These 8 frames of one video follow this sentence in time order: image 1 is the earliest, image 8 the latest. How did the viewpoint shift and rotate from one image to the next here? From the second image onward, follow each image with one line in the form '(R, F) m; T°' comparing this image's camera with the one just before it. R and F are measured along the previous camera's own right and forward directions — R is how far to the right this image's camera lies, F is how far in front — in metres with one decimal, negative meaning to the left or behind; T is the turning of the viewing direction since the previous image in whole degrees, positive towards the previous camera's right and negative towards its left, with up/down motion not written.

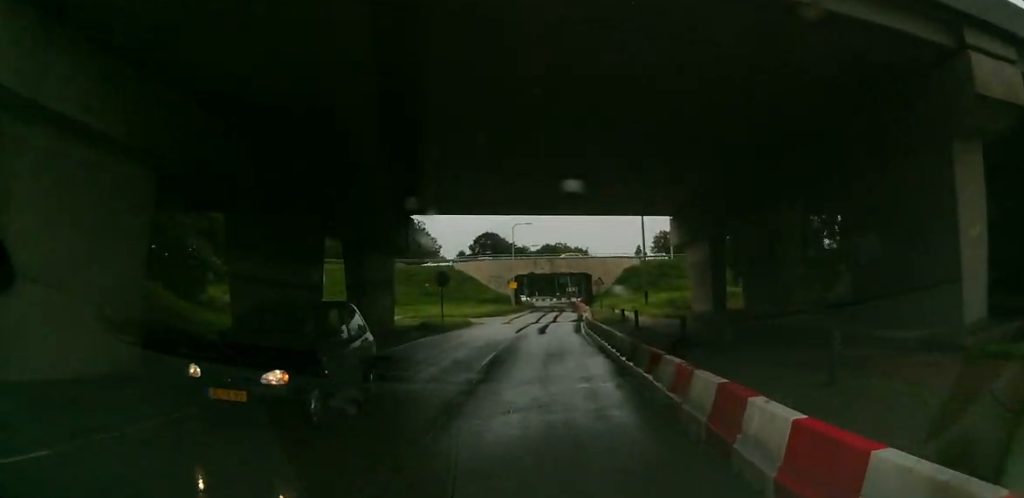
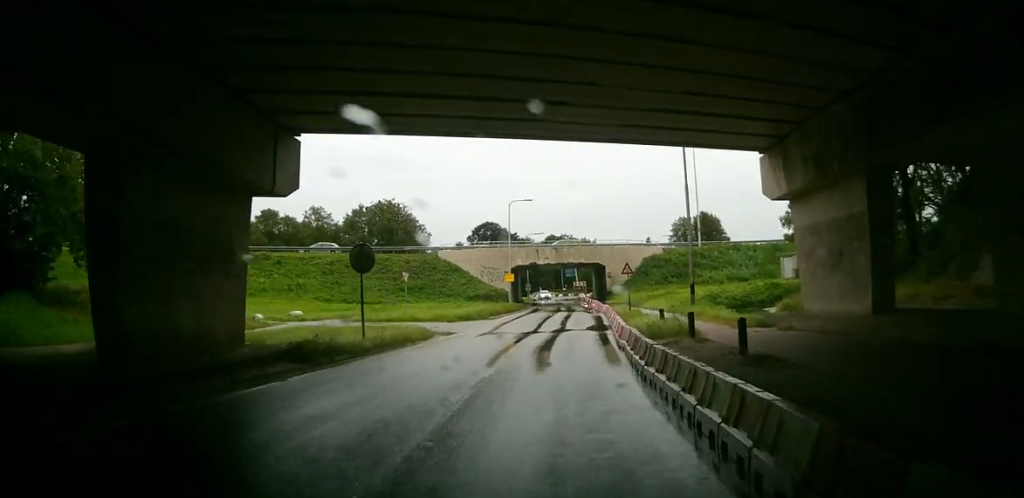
(0.0, +14.0) m; -2°
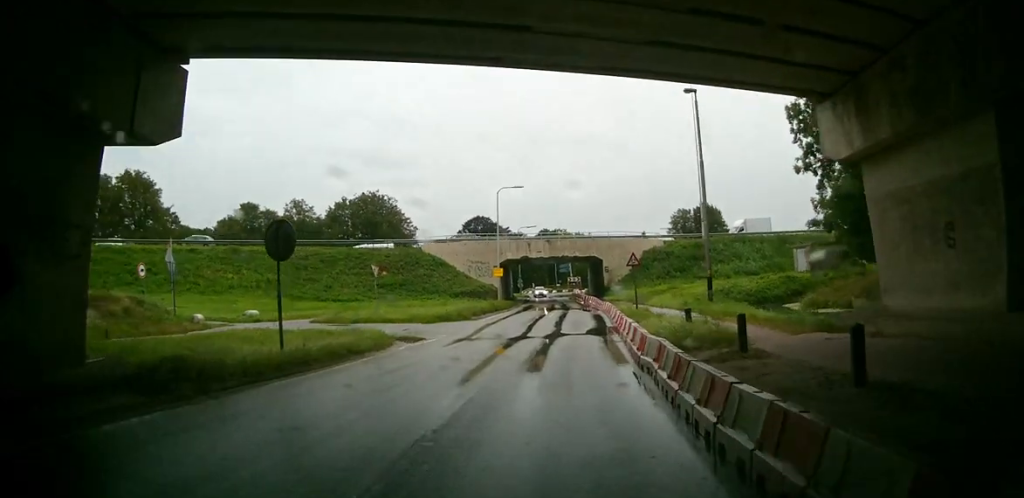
(0.0, +5.1) m; -2°
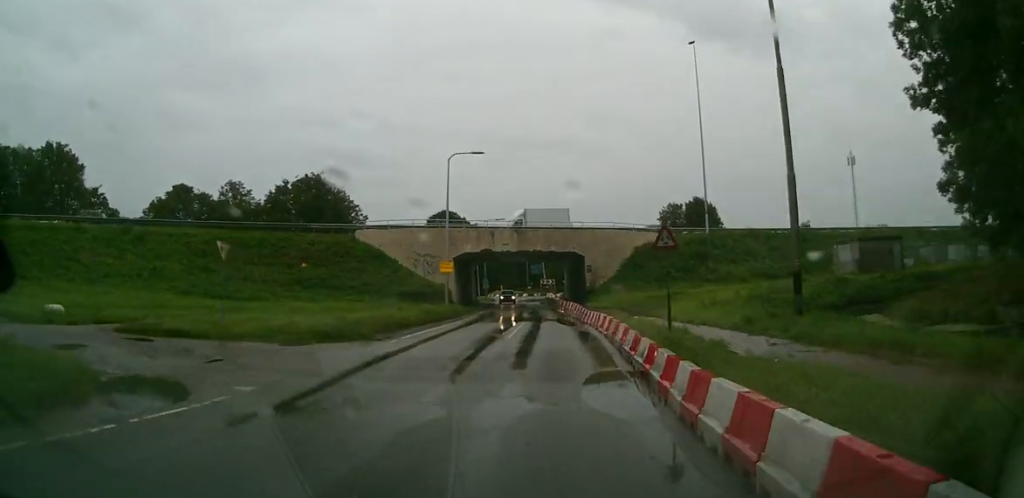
(0.0, +14.0) m; +4°
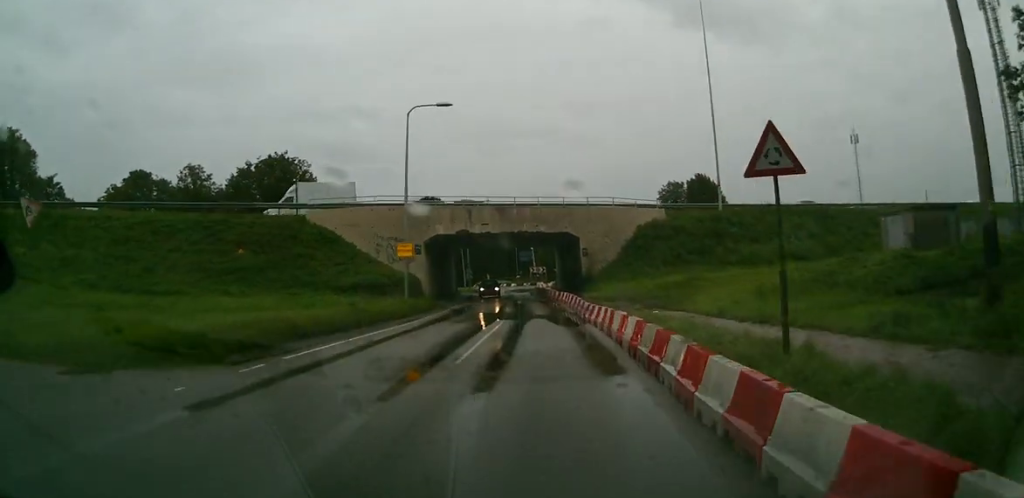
(+0.6, +8.9) m; +4°
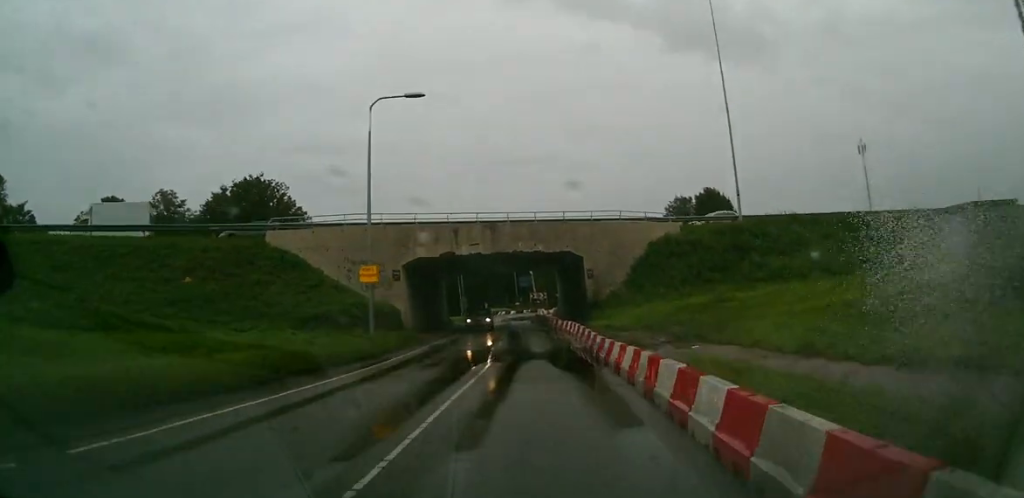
(+0.1, +6.5) m; +1°
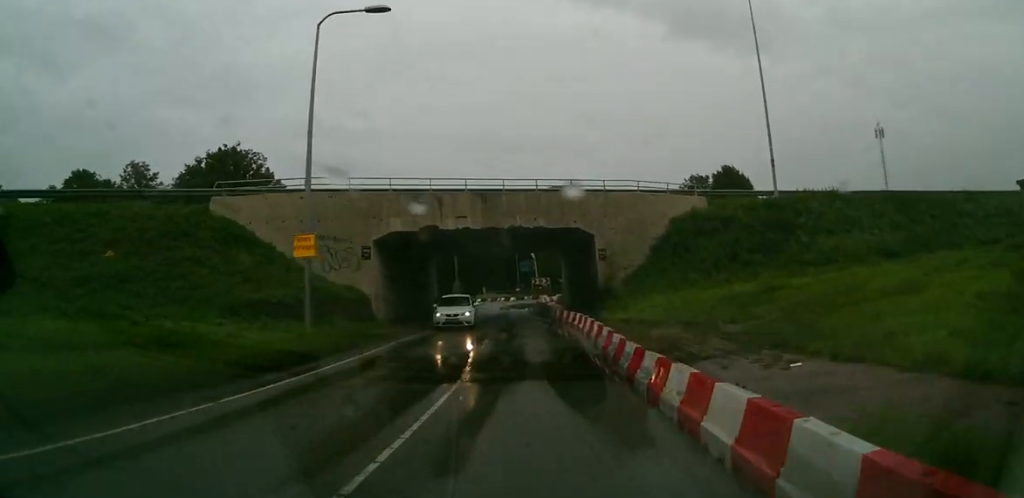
(+0.1, +7.3) m; 0°
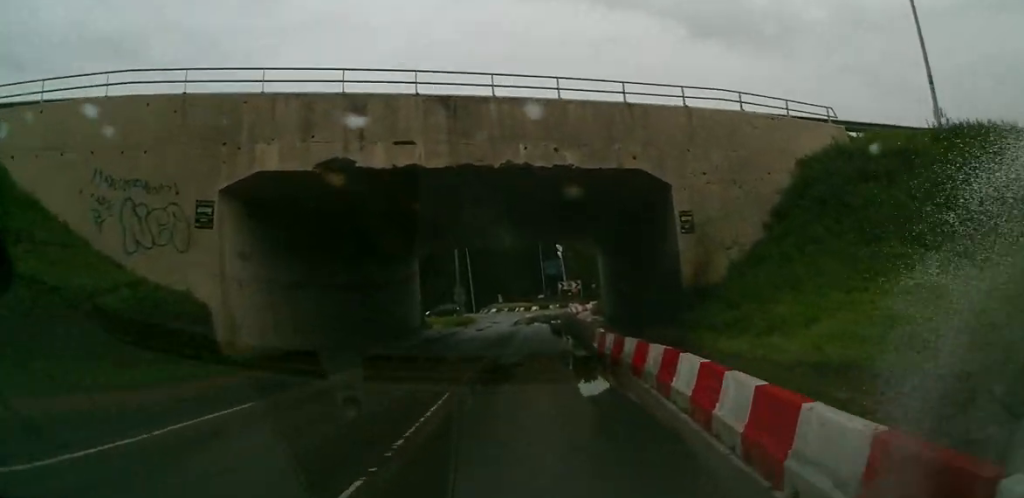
(-0.1, +17.9) m; -2°
